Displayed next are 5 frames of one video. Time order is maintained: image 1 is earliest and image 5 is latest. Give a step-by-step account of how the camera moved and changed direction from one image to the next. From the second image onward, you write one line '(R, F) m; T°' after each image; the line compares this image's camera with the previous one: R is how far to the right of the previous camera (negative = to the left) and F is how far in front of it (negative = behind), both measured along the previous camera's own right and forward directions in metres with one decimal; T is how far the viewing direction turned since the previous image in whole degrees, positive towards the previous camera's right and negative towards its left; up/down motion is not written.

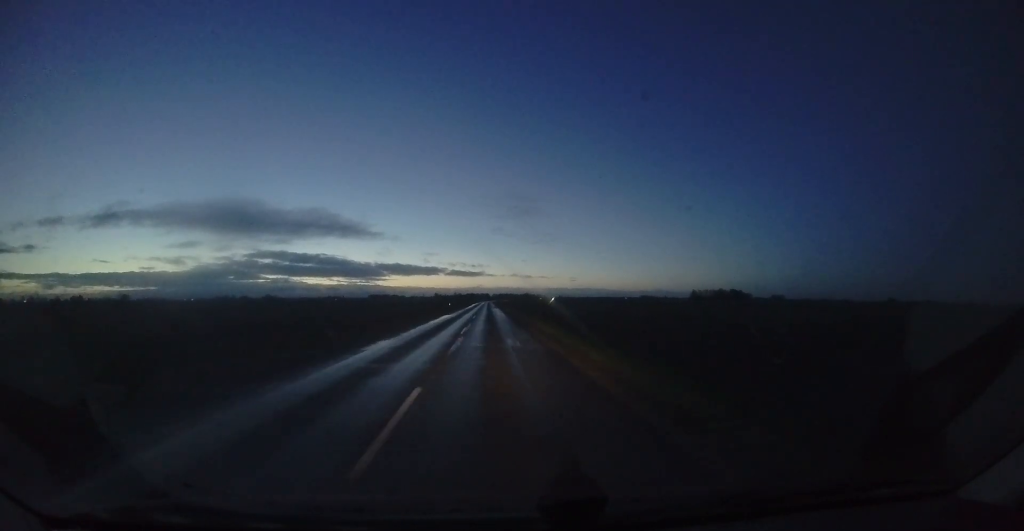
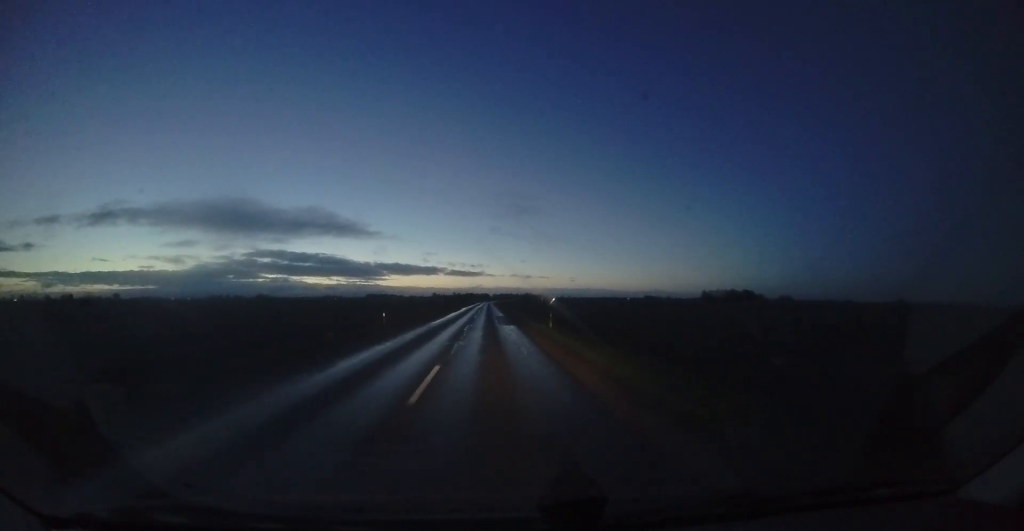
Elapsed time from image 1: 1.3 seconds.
(+0.1, +34.0) m; 0°
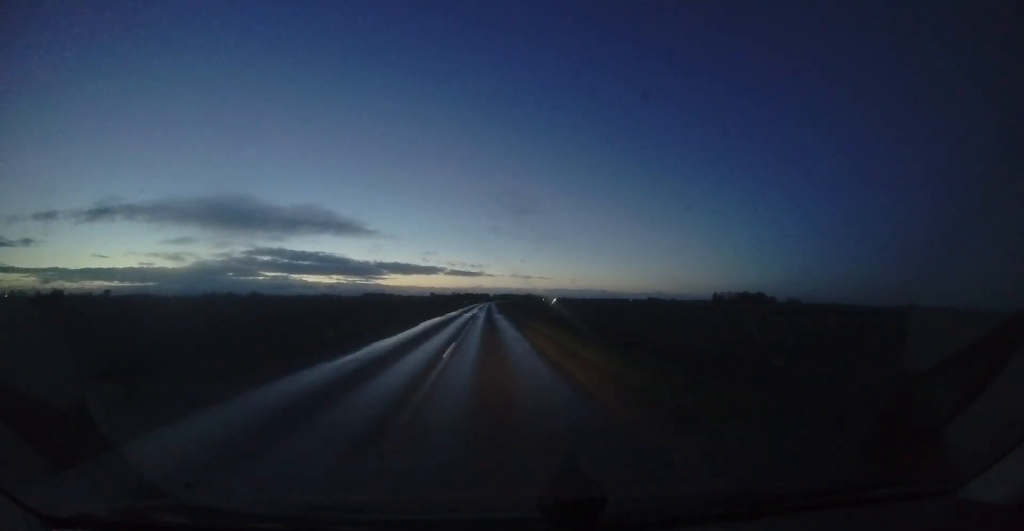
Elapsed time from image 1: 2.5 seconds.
(-0.1, +31.9) m; 0°
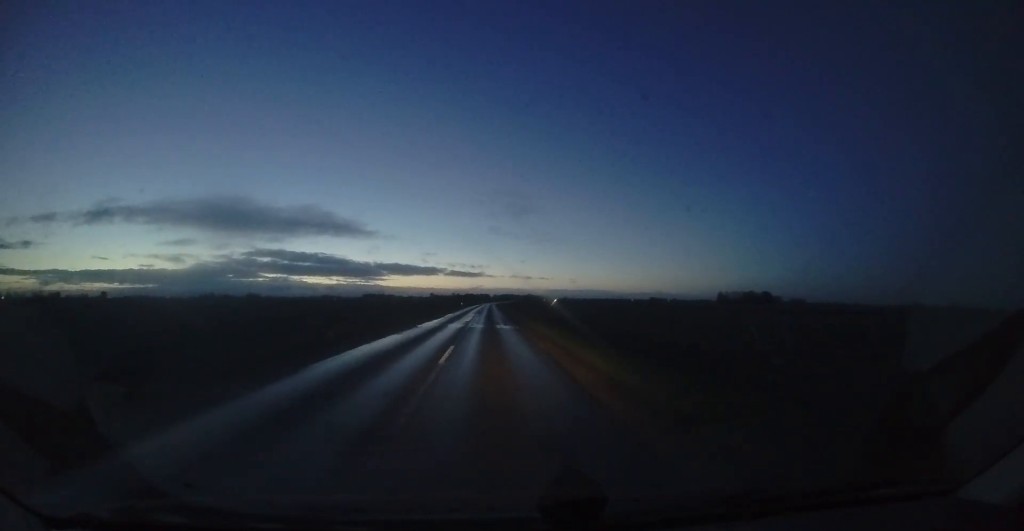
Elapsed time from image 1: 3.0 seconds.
(+0.1, +12.9) m; 0°
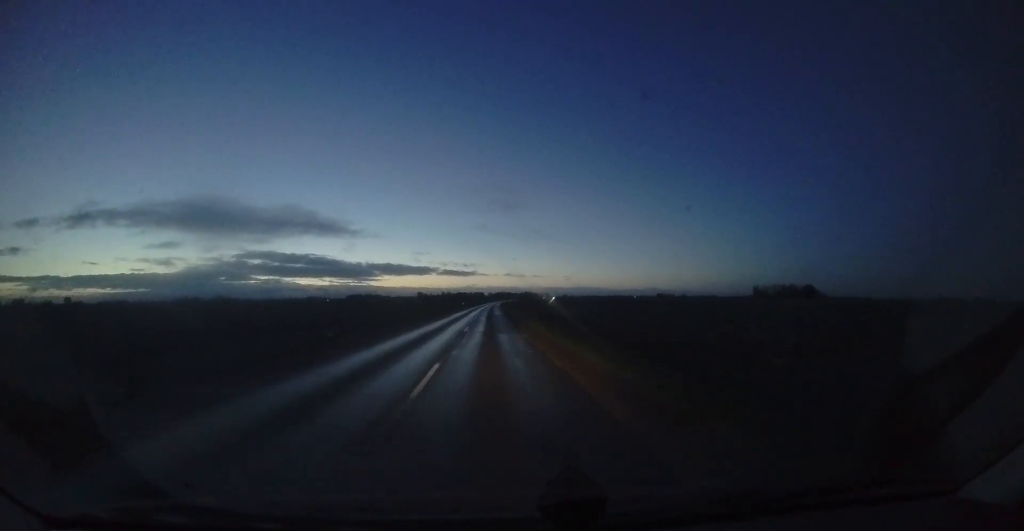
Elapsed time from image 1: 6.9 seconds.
(+1.8, +98.9) m; +1°
